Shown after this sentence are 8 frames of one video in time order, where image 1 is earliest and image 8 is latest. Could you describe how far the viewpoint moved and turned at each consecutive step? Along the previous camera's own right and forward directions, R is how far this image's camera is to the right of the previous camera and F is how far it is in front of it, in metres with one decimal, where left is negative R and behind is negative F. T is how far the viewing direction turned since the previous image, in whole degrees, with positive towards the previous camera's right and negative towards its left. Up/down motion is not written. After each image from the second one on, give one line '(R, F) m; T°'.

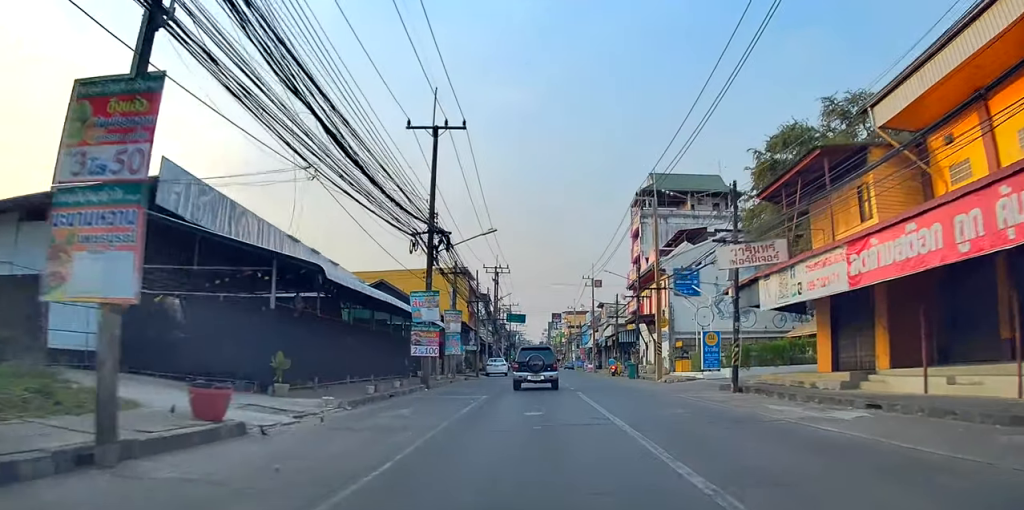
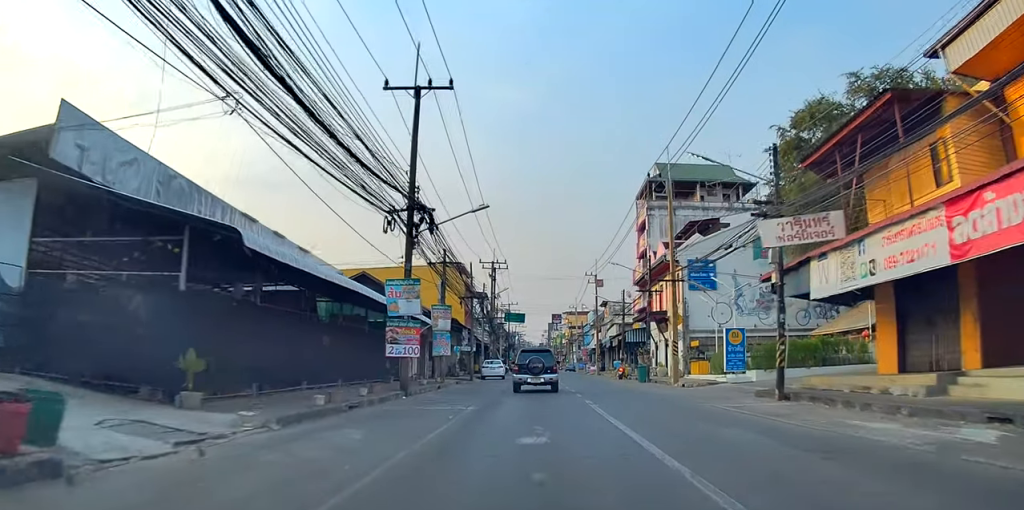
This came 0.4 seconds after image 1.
(0.0, +4.5) m; 0°
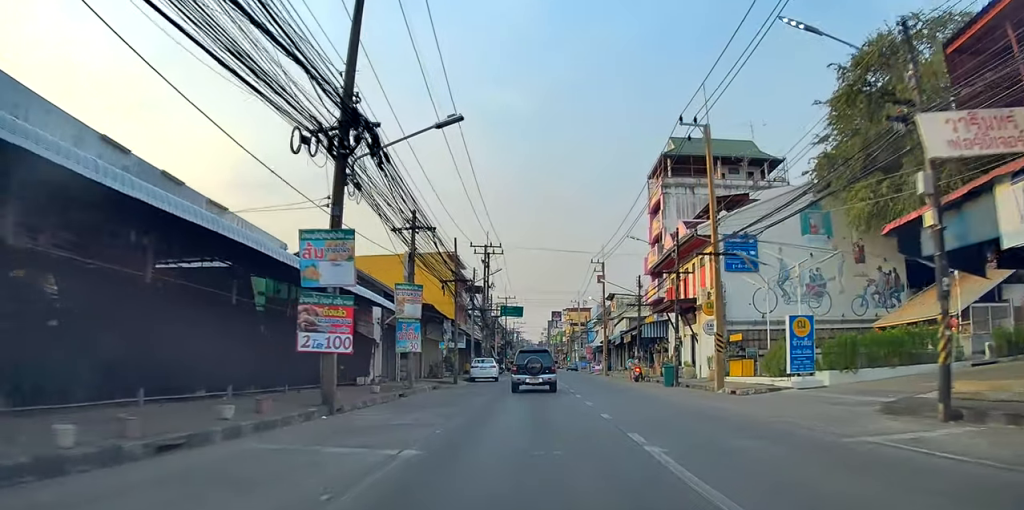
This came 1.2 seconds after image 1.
(0.0, +8.1) m; 0°
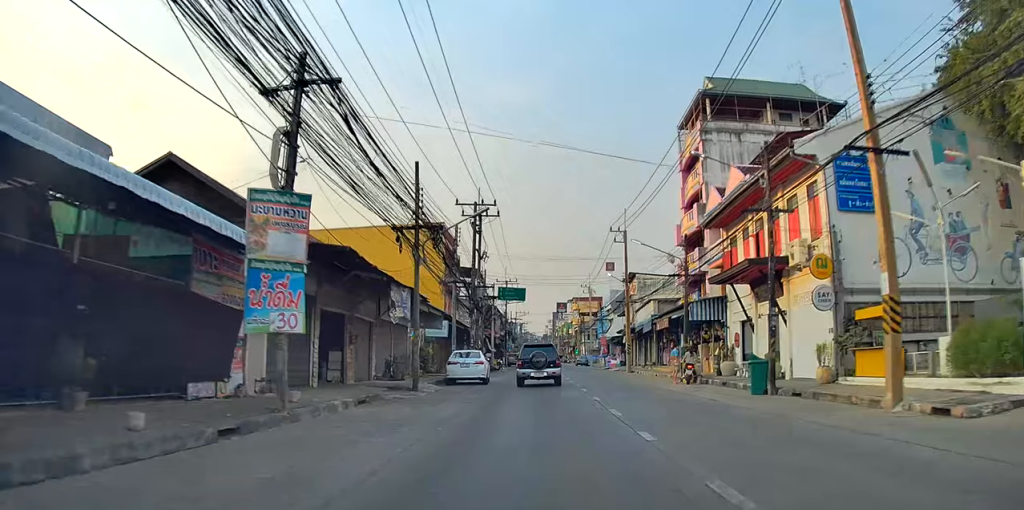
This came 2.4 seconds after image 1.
(0.0, +12.6) m; +1°
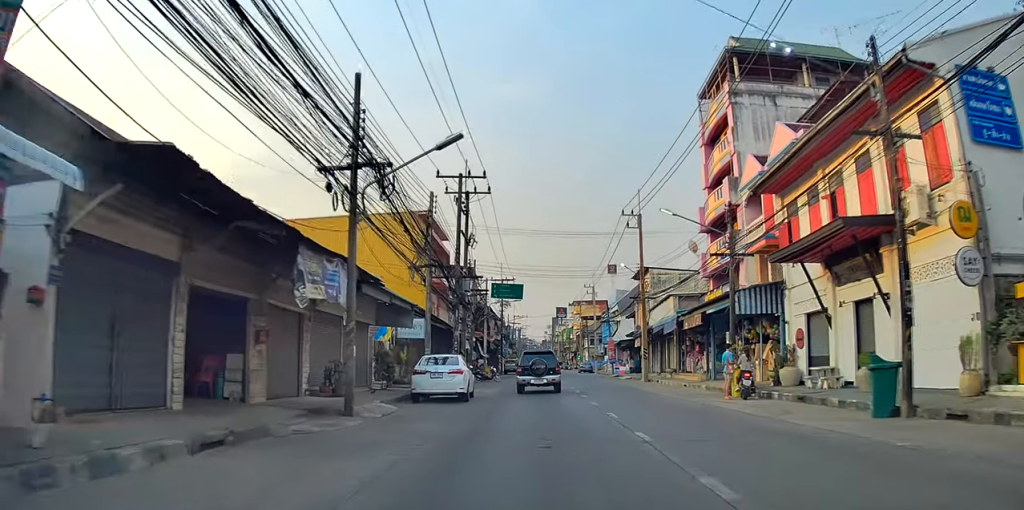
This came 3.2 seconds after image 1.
(0.0, +7.6) m; 0°
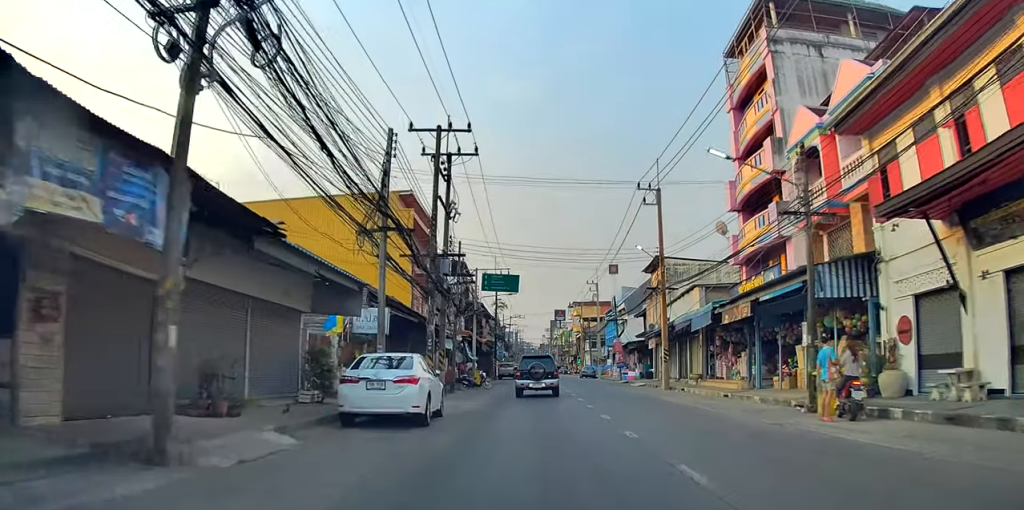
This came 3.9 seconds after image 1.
(0.0, +7.2) m; 0°
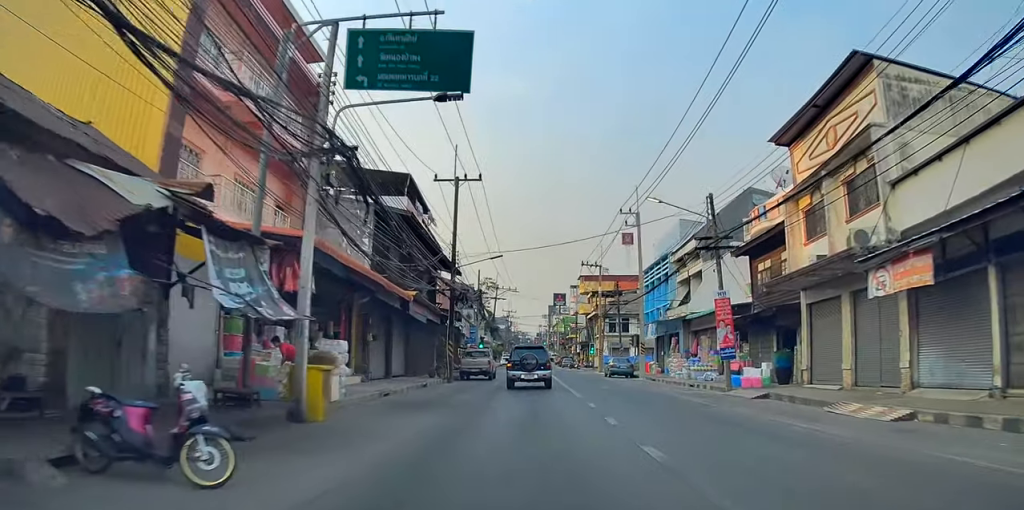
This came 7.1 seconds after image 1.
(-2.0, +32.0) m; -3°
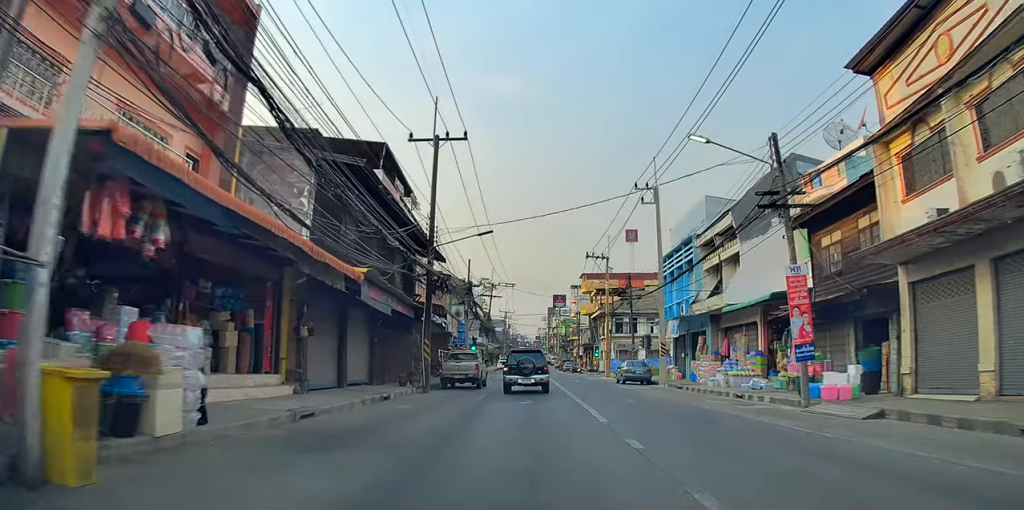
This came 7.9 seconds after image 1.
(+0.4, +7.2) m; +4°
